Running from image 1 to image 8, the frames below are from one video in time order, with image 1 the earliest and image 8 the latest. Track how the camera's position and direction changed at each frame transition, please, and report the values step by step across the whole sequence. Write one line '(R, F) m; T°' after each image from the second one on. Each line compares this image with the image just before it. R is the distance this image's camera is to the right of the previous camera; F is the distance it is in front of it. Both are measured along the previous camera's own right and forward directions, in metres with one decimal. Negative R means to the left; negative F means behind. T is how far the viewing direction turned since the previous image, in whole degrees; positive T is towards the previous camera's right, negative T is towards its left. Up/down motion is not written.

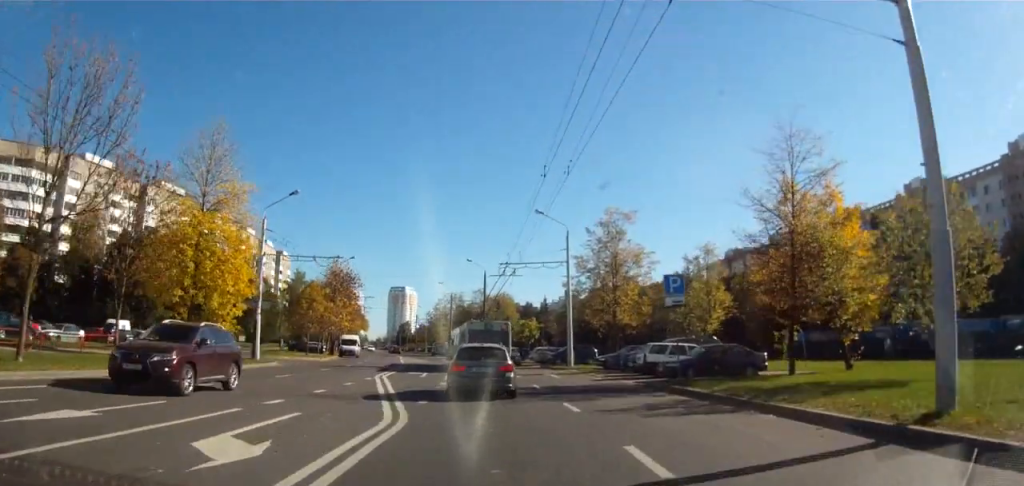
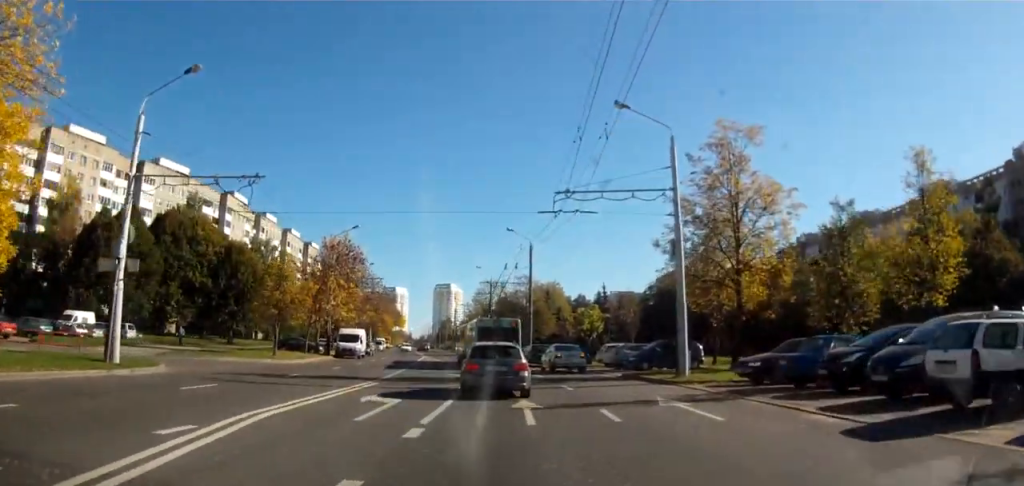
(-0.2, +16.9) m; -4°
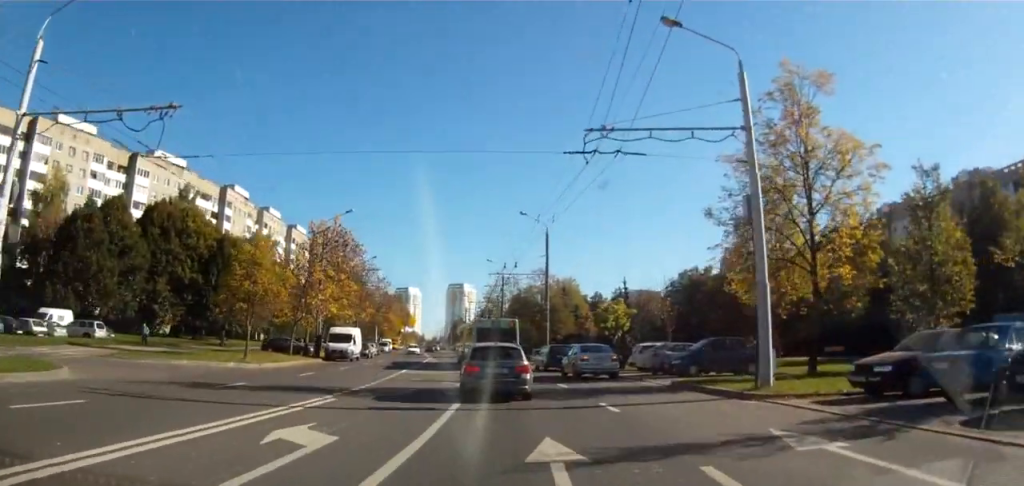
(-0.2, +6.3) m; -2°
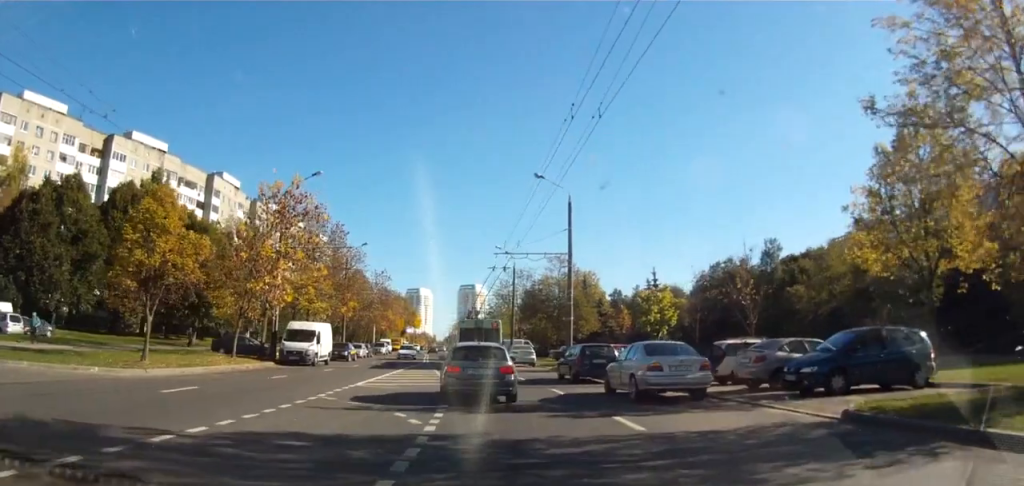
(-0.3, +11.2) m; -3°
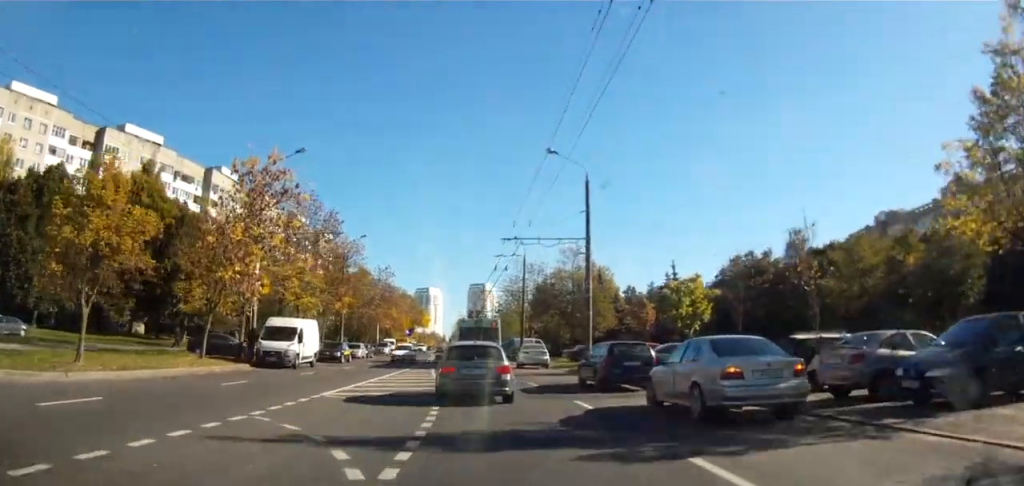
(+0.1, +4.8) m; -1°
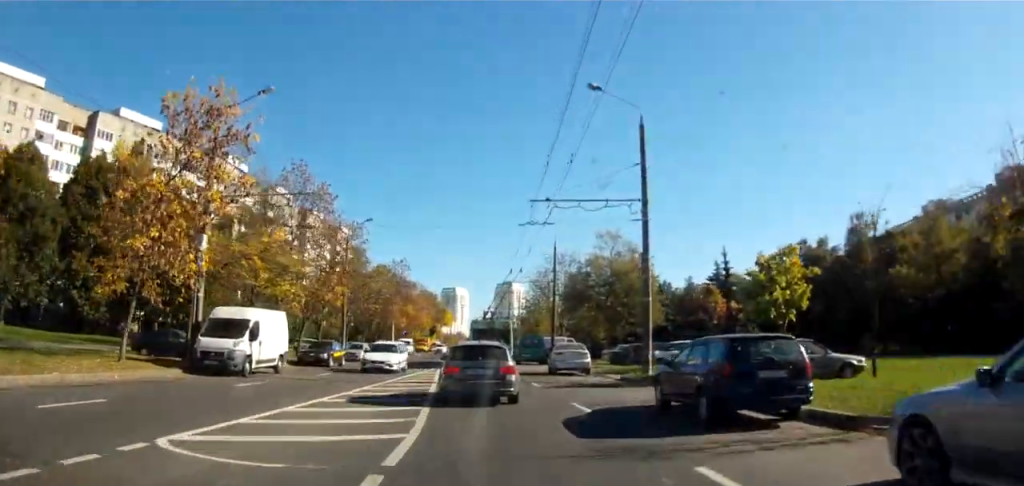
(-0.5, +8.8) m; -3°
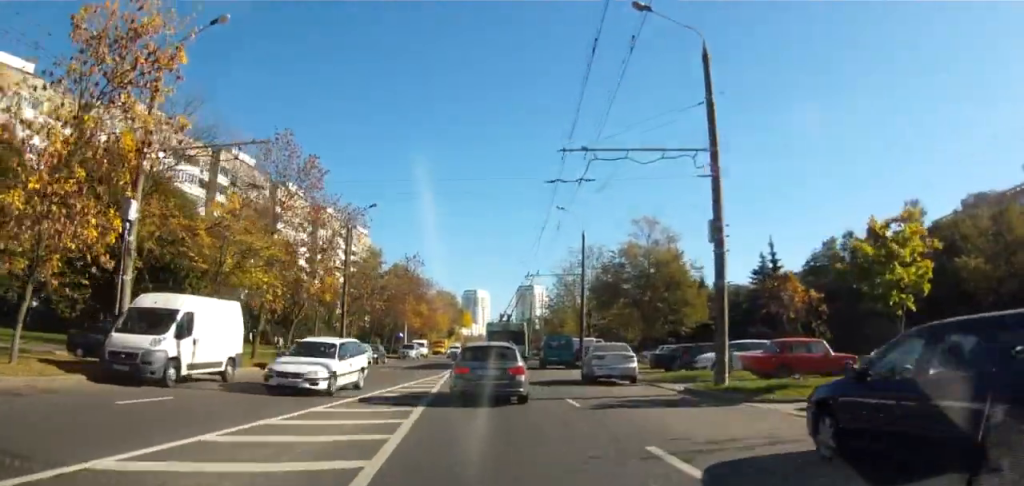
(-0.1, +6.6) m; -1°
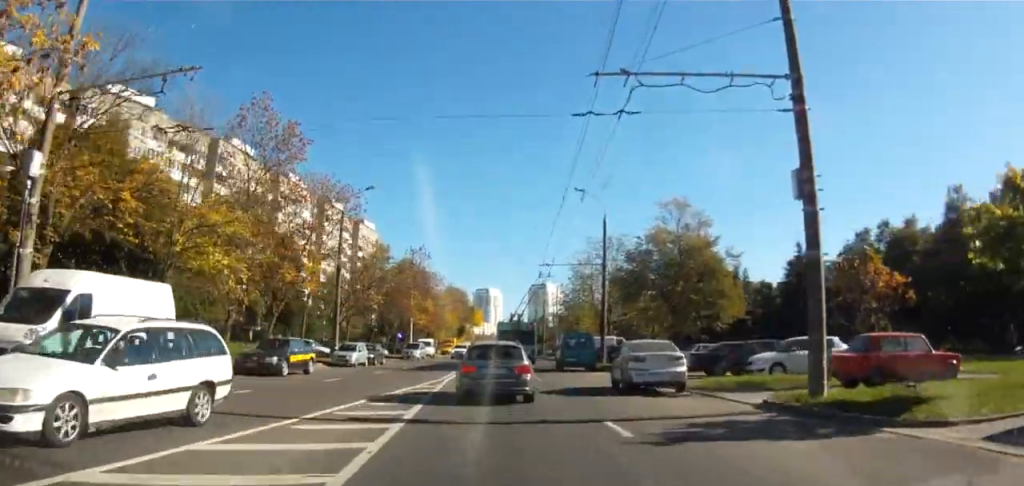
(0.0, +5.3) m; 0°
